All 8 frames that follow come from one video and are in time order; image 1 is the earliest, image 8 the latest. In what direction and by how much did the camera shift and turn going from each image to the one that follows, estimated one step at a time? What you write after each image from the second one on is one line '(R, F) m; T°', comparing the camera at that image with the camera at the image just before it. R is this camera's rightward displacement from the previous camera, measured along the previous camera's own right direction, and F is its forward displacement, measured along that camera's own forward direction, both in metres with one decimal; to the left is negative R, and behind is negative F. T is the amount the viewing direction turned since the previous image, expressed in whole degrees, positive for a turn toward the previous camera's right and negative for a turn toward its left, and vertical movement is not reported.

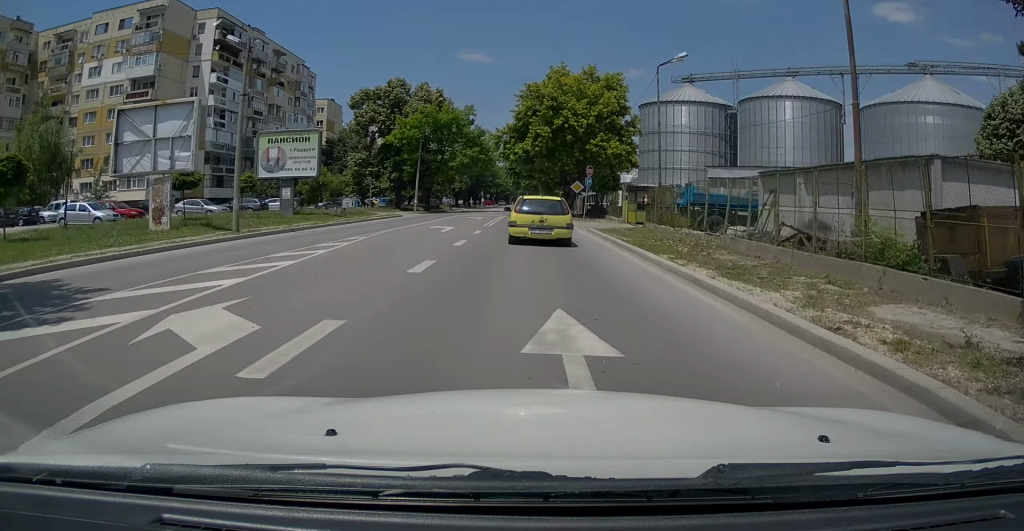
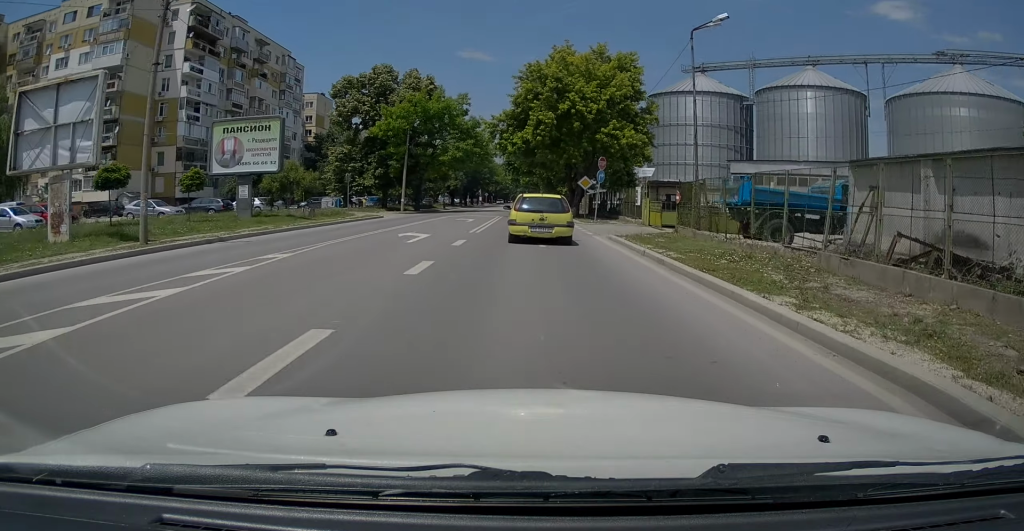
(0.0, +6.4) m; 0°
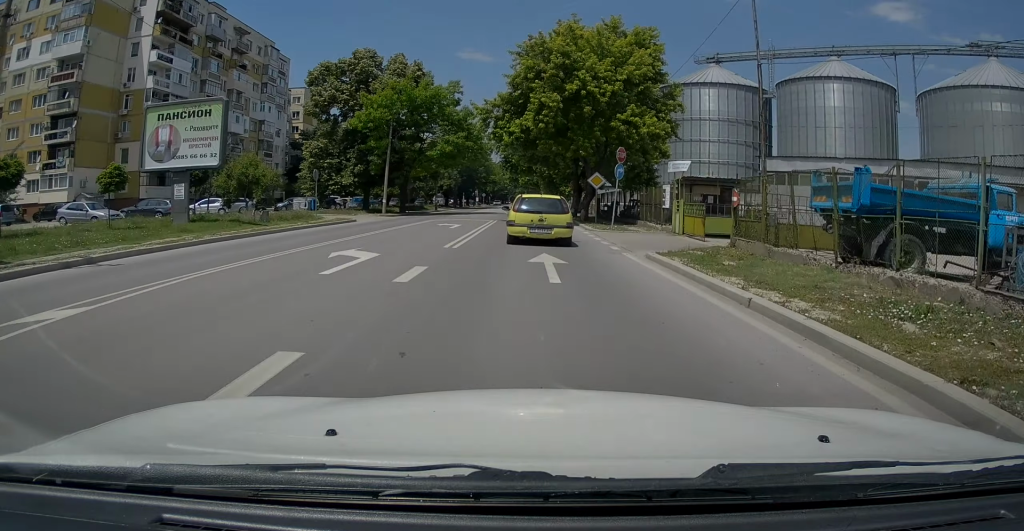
(0.0, +6.8) m; 0°
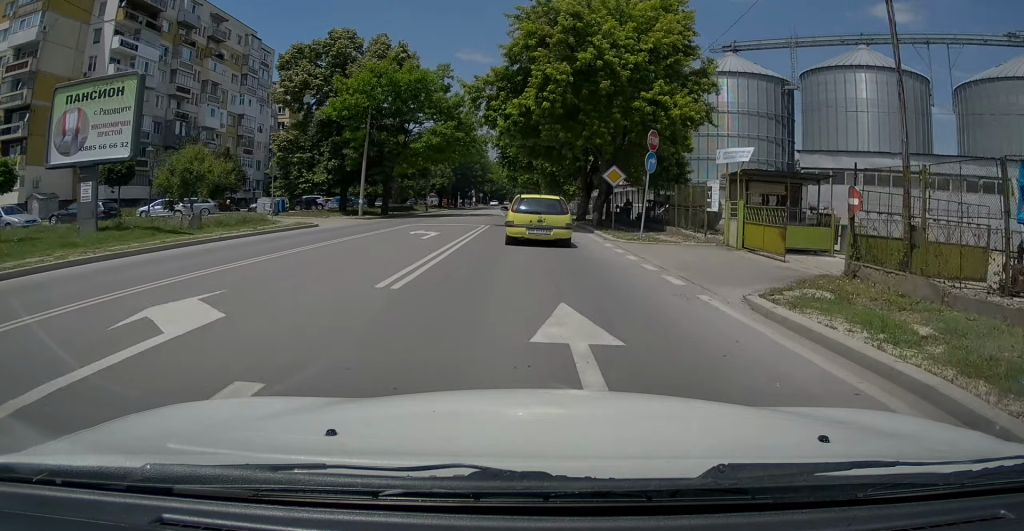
(0.0, +6.8) m; -1°
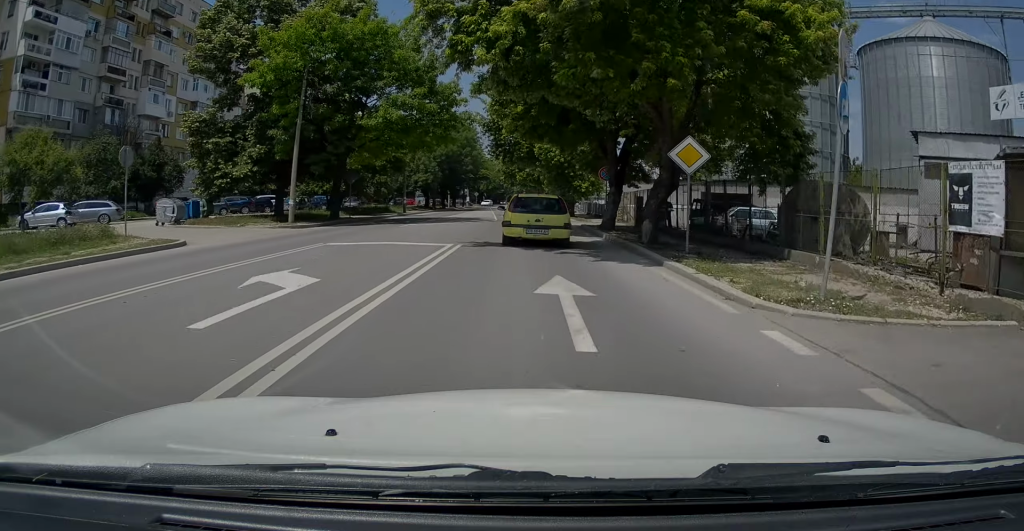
(-0.1, +12.4) m; 0°
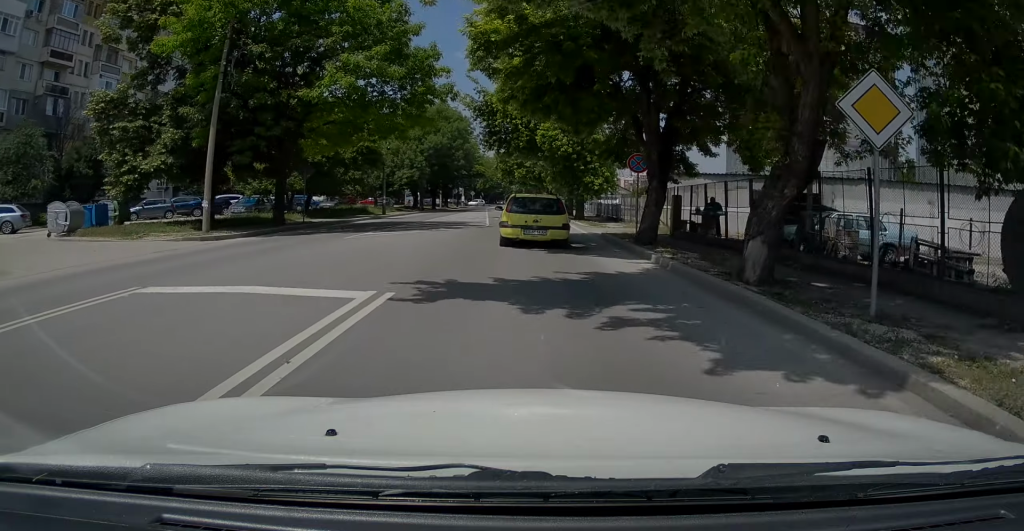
(+0.1, +8.2) m; 0°
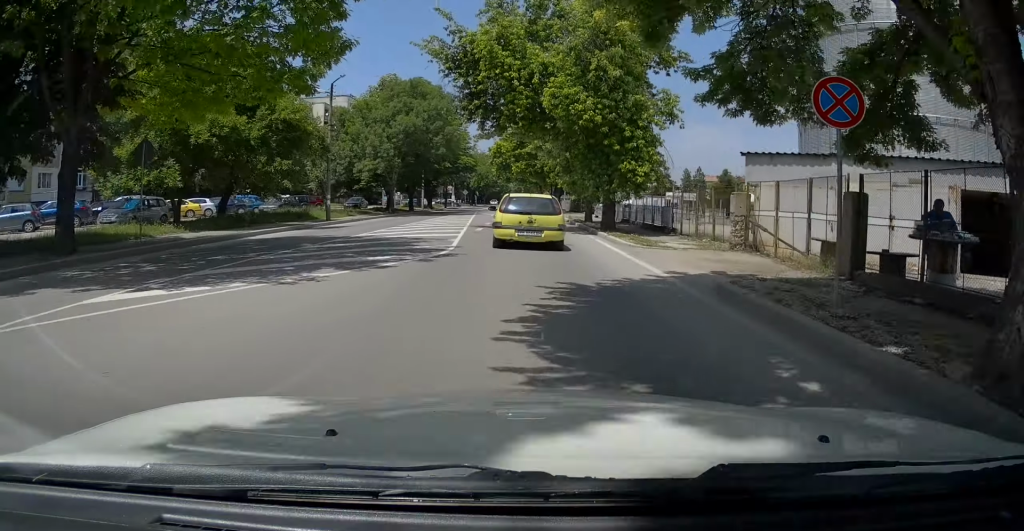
(+0.1, +13.9) m; 0°
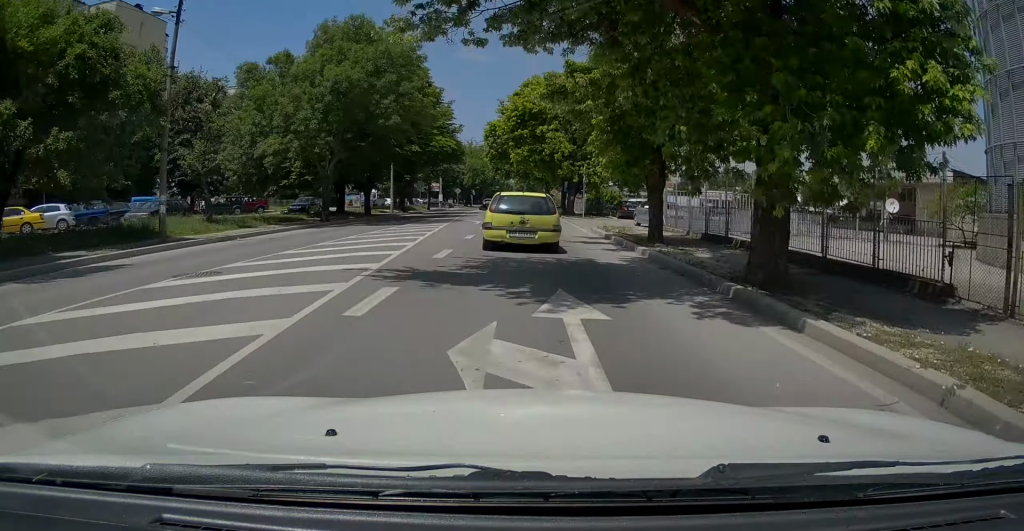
(-0.2, +16.8) m; -1°
